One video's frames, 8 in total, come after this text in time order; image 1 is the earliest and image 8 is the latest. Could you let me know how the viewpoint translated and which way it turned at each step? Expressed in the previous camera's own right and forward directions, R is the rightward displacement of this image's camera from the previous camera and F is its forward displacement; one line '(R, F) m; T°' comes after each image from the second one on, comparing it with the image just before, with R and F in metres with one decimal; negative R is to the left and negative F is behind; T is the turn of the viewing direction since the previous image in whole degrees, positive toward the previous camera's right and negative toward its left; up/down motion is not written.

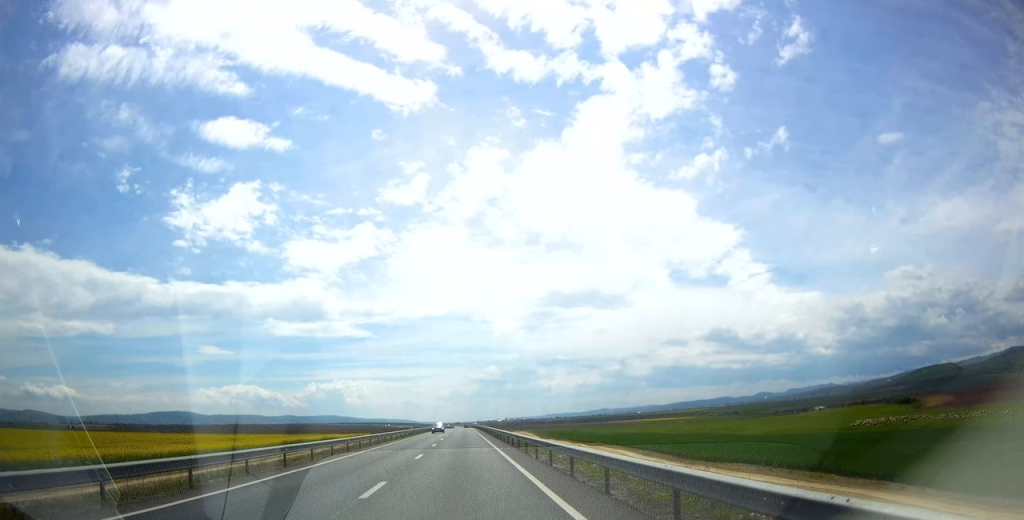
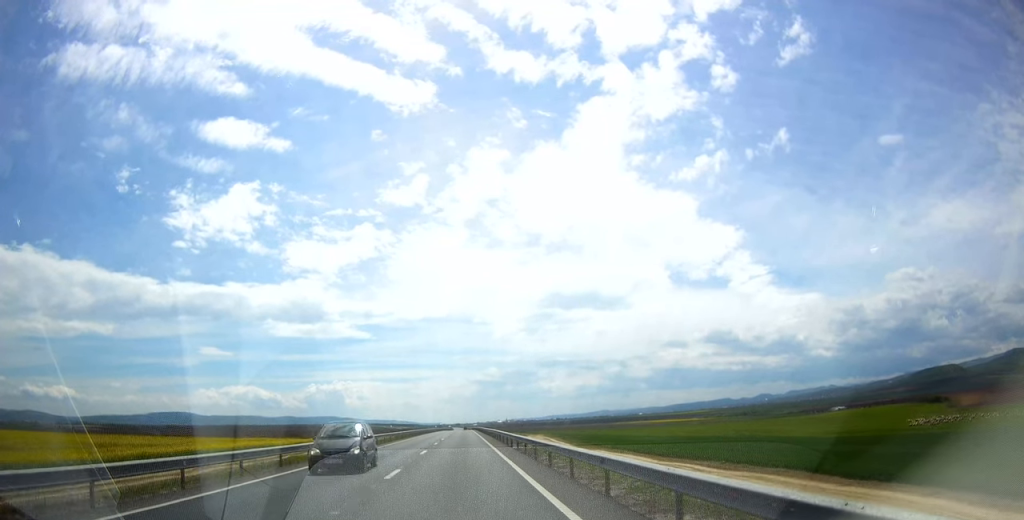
(-0.4, +32.2) m; -1°
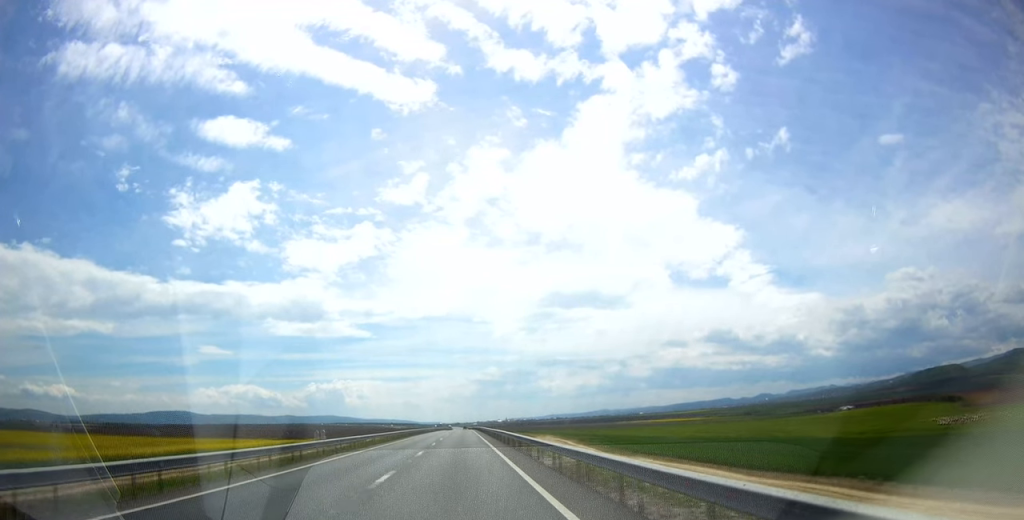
(0.0, +13.8) m; 0°
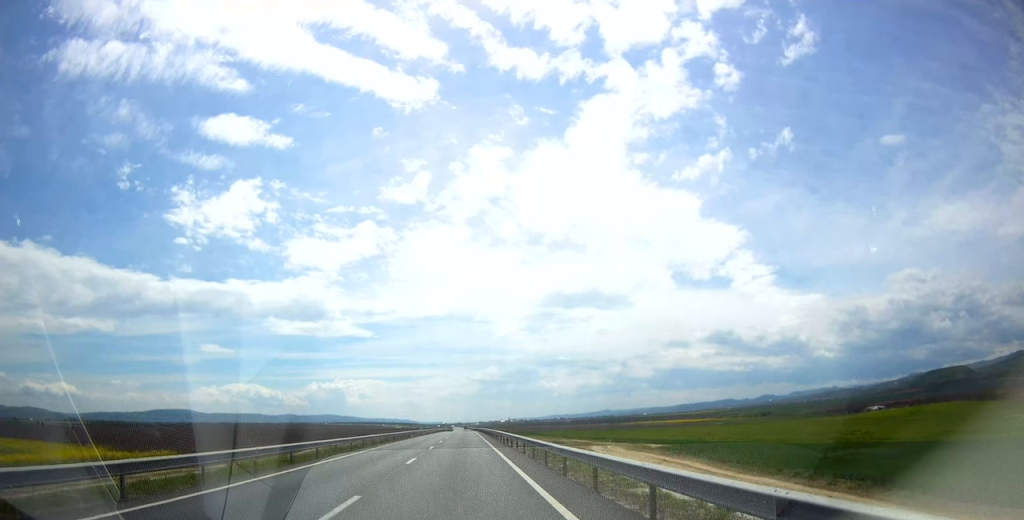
(+0.2, +41.3) m; 0°
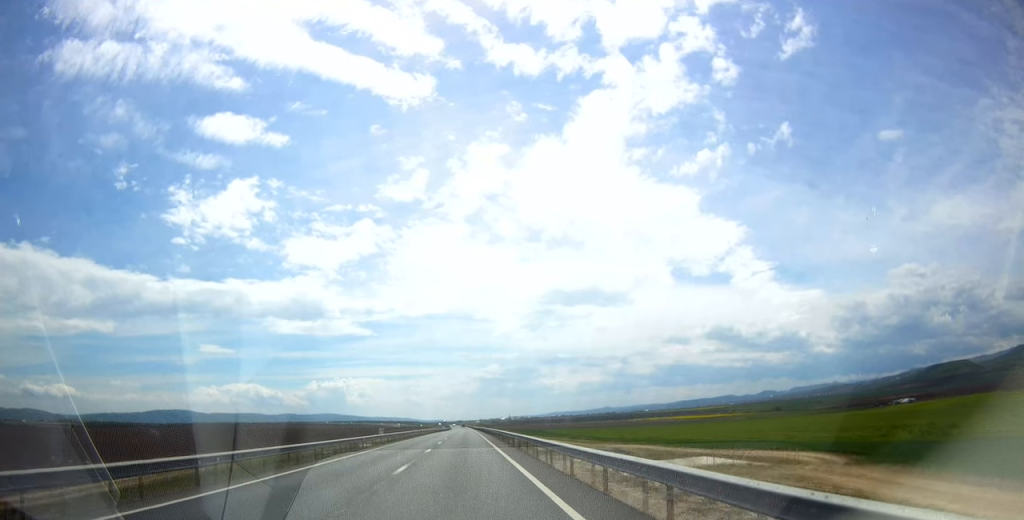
(-0.3, +39.3) m; 0°
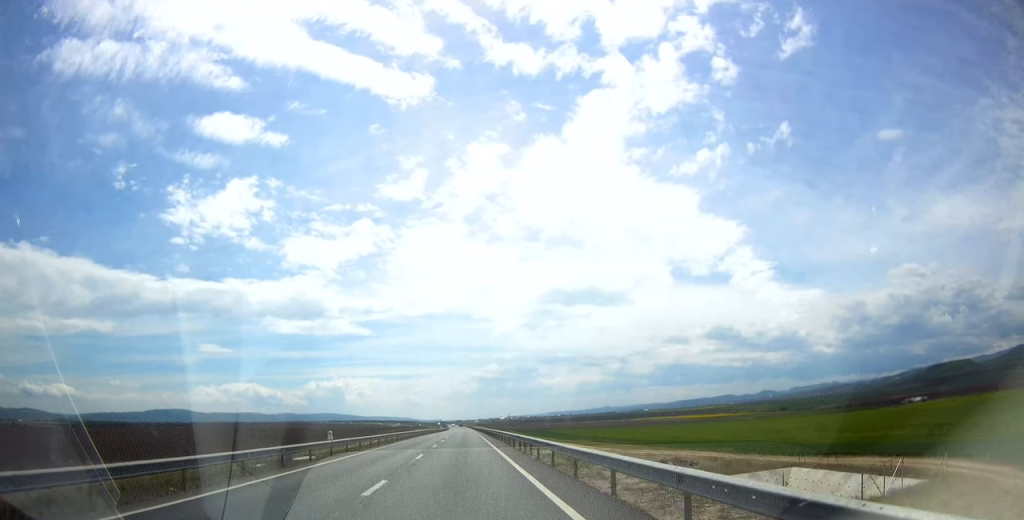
(0.0, +17.4) m; 0°
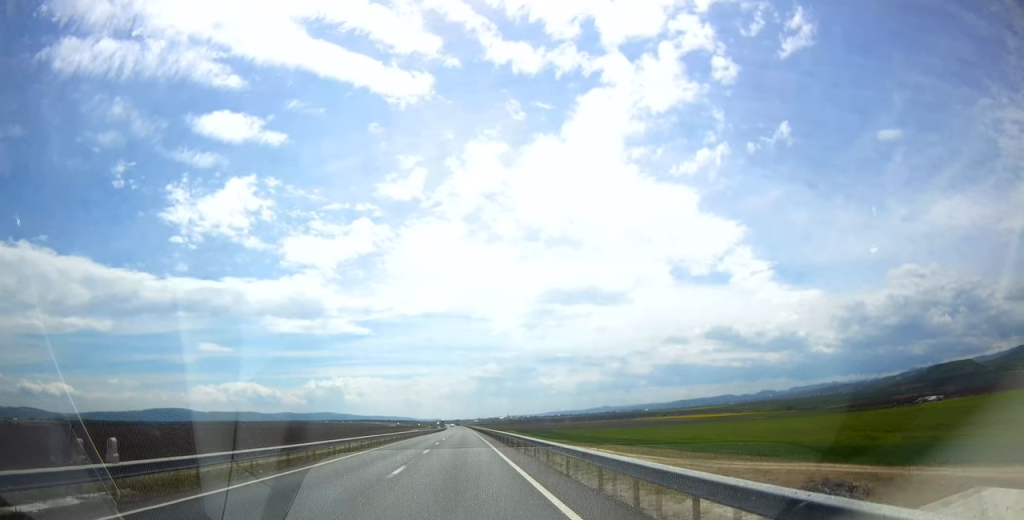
(+0.1, +19.6) m; 0°
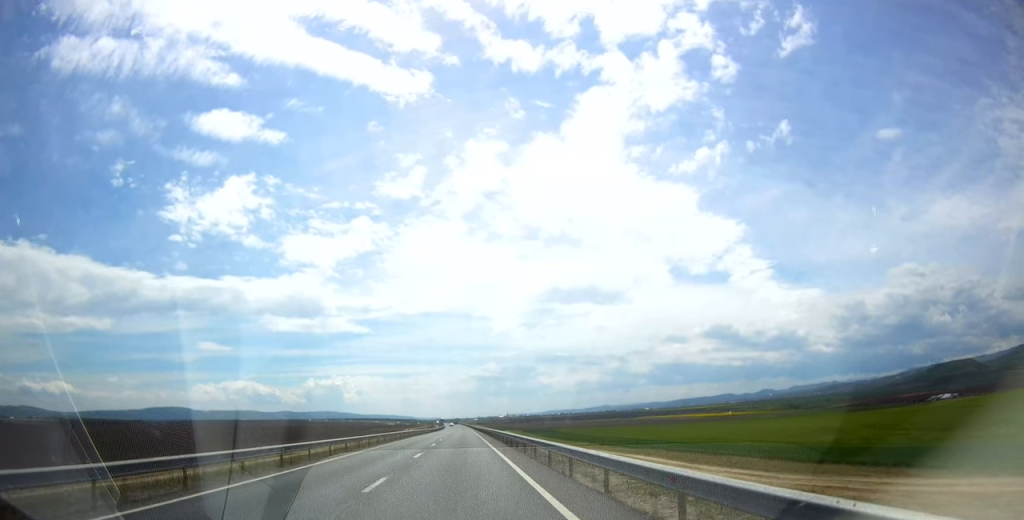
(0.0, +16.2) m; 0°
